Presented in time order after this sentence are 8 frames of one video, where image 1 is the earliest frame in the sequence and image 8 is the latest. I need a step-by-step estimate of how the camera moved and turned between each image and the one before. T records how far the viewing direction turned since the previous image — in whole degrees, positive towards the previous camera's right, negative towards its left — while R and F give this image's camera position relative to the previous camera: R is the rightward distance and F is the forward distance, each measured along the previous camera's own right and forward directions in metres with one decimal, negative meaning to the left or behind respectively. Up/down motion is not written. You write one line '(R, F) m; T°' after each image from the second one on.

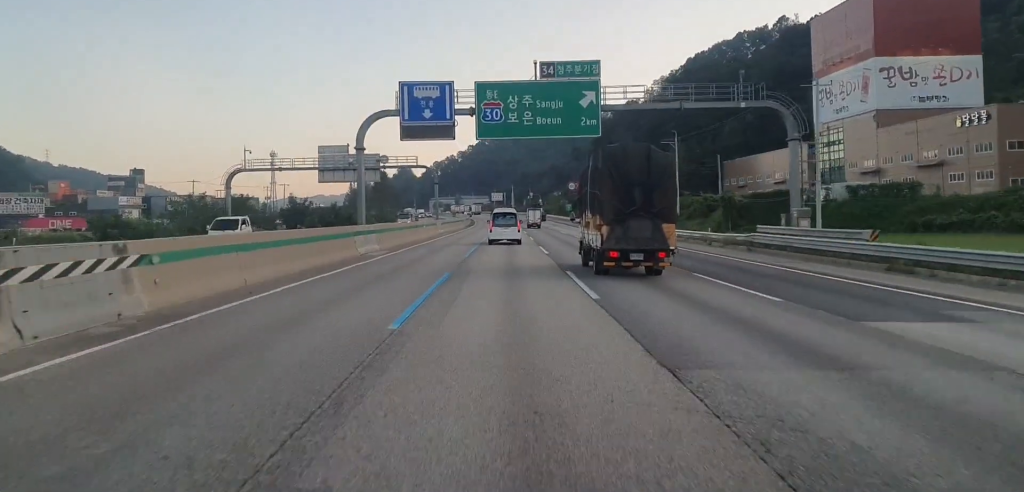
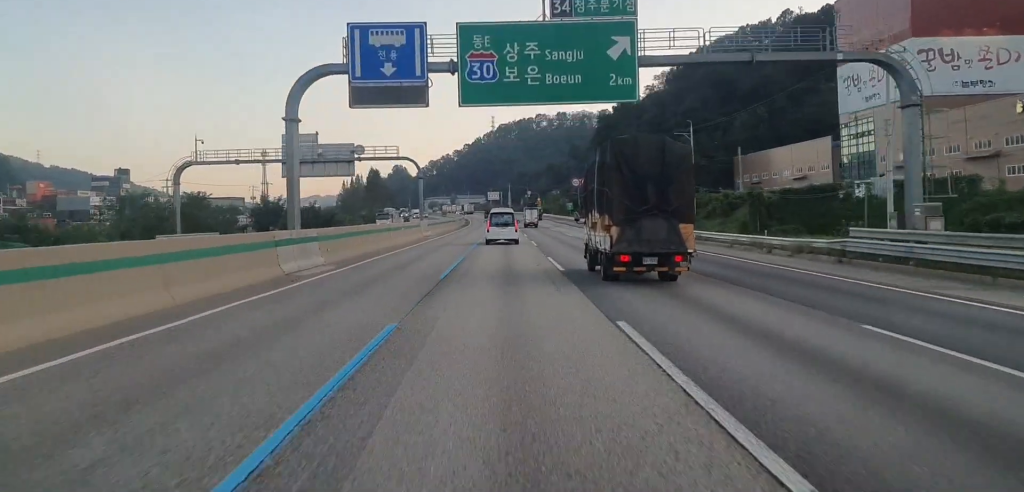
(+0.3, +11.4) m; 0°
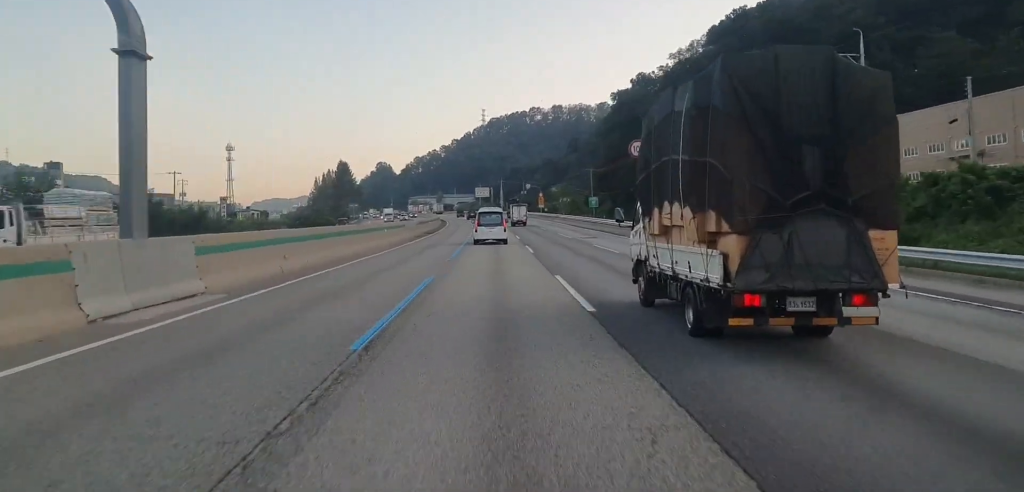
(-0.2, +50.7) m; 0°
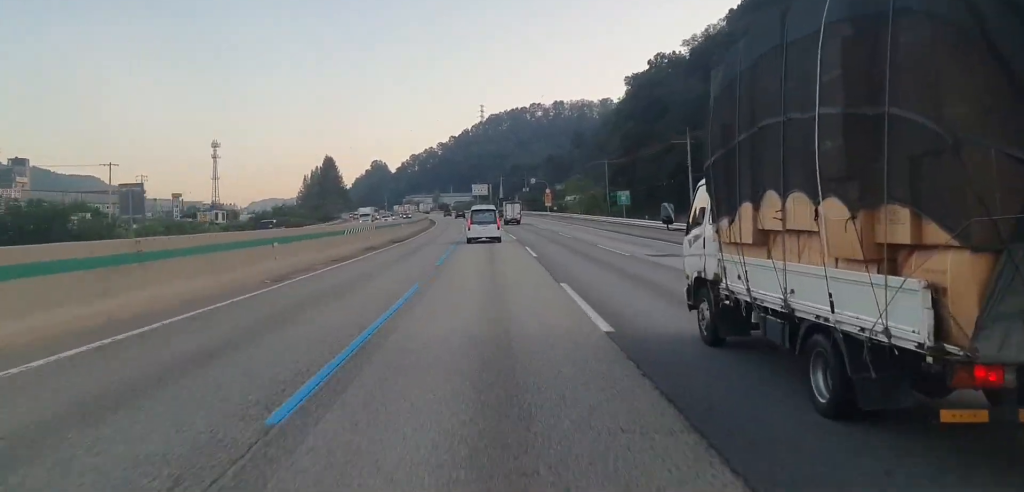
(+0.3, +24.0) m; +1°
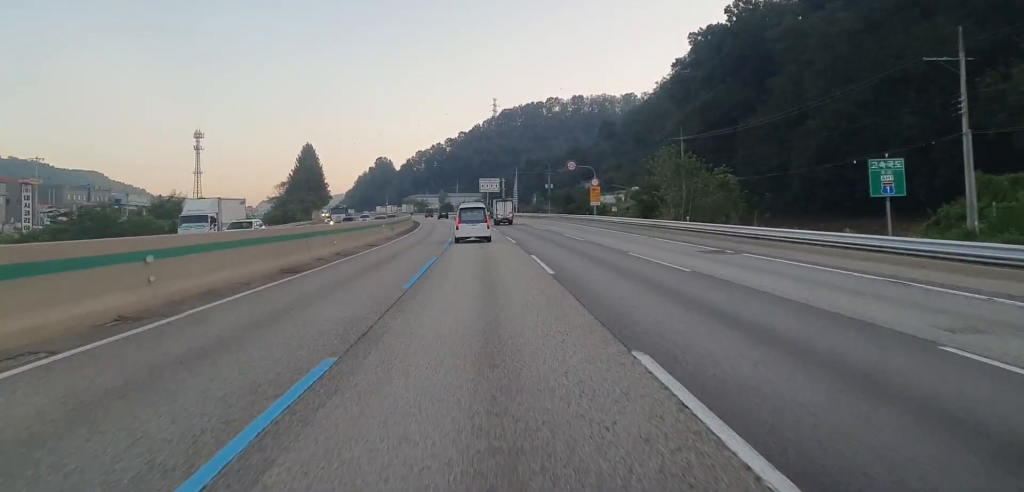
(-0.6, +48.9) m; -2°
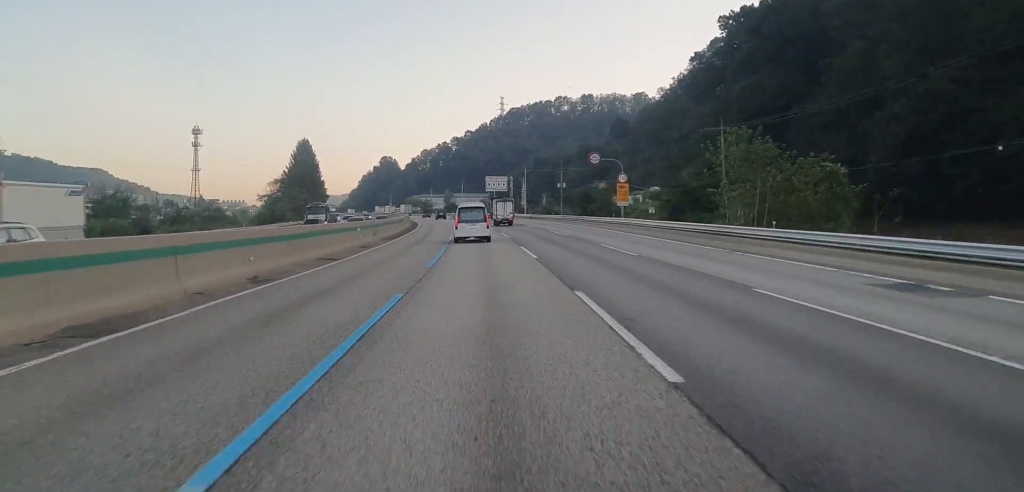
(-0.1, +13.3) m; -1°
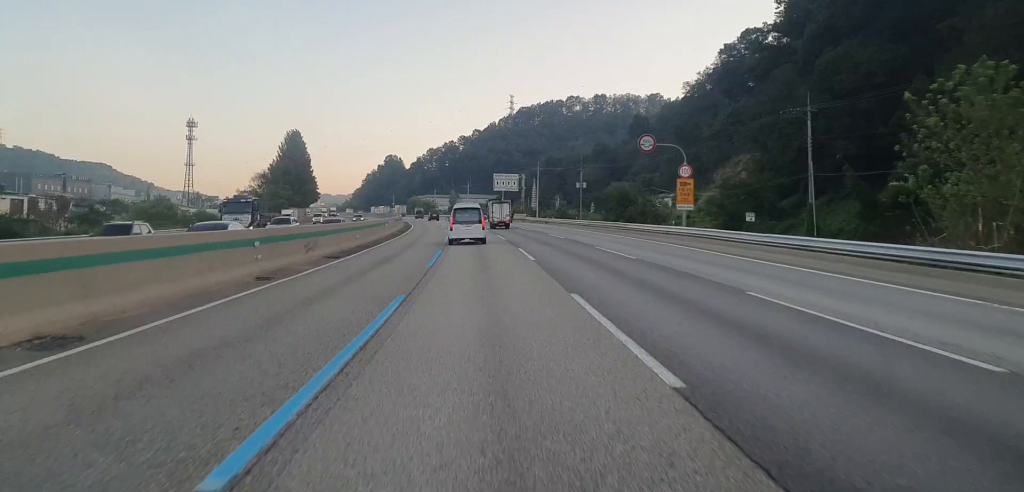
(-0.2, +19.8) m; -1°
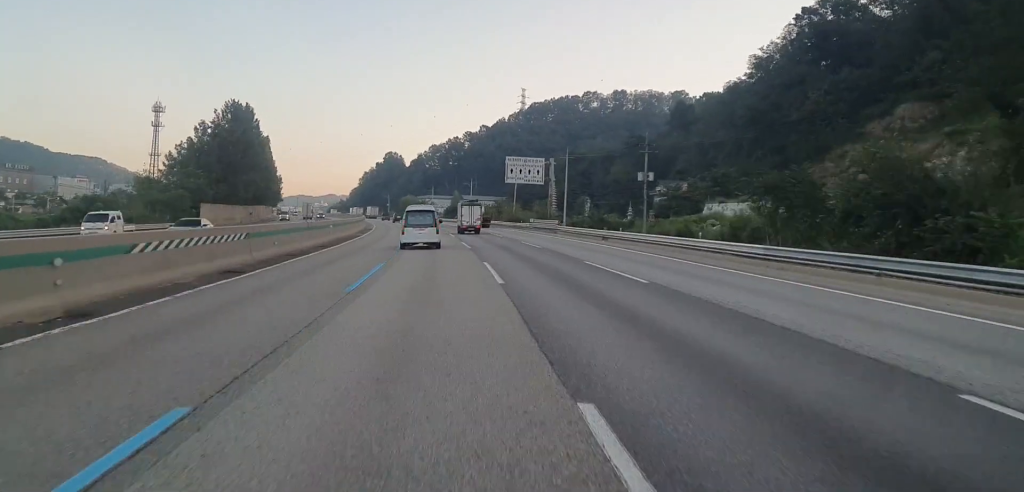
(+0.1, +48.3) m; 0°
